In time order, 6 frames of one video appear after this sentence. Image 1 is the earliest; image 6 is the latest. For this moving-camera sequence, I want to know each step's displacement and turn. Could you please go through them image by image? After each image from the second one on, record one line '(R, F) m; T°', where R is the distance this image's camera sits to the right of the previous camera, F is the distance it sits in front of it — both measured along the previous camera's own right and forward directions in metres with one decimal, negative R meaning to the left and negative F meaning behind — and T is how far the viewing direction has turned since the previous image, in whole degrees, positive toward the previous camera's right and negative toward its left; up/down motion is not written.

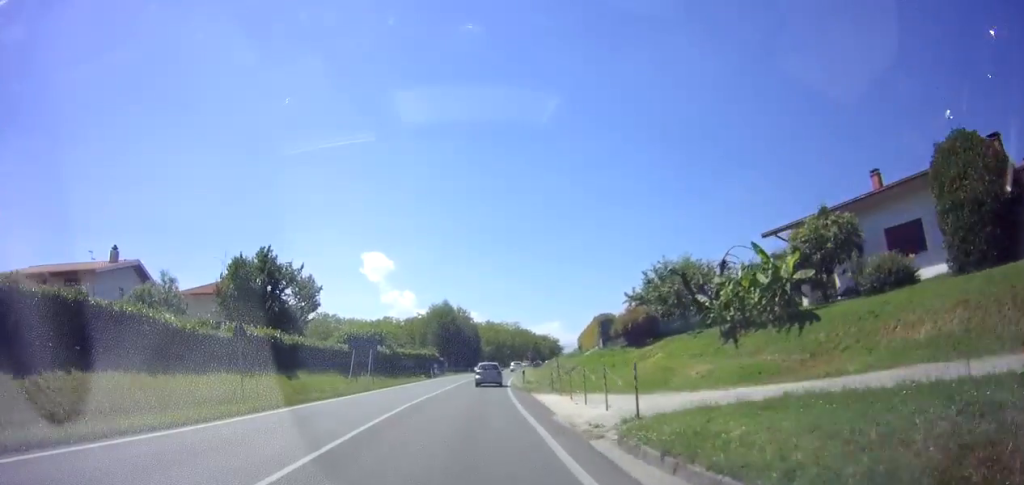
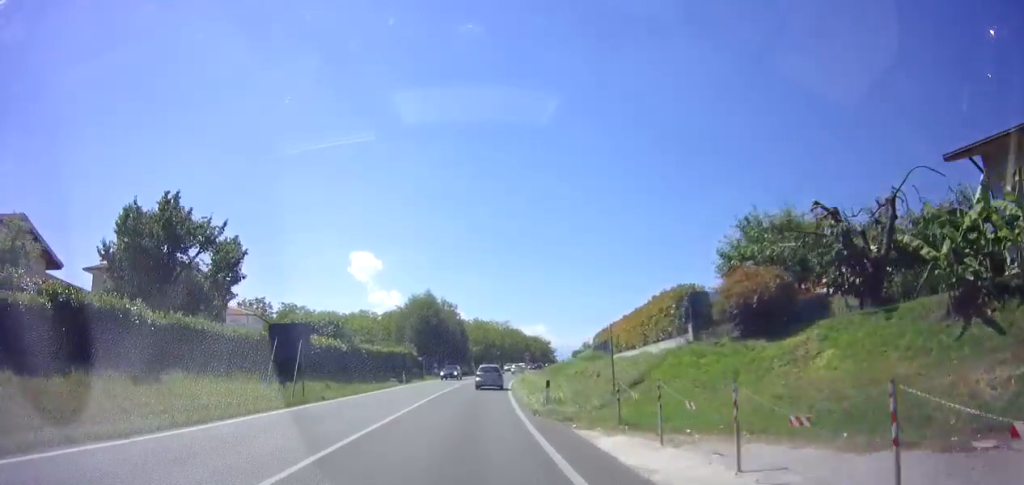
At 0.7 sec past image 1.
(-0.2, +12.2) m; +1°
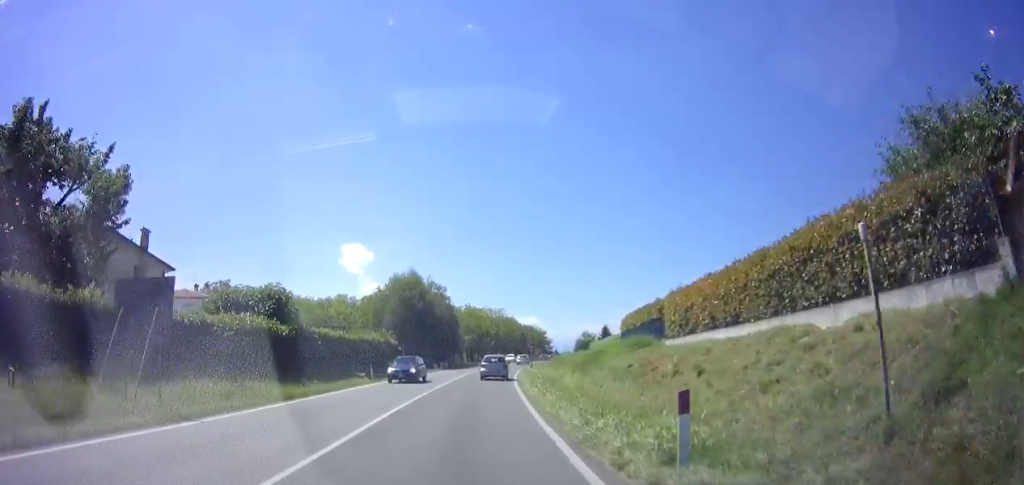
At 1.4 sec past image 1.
(0.0, +11.0) m; +2°
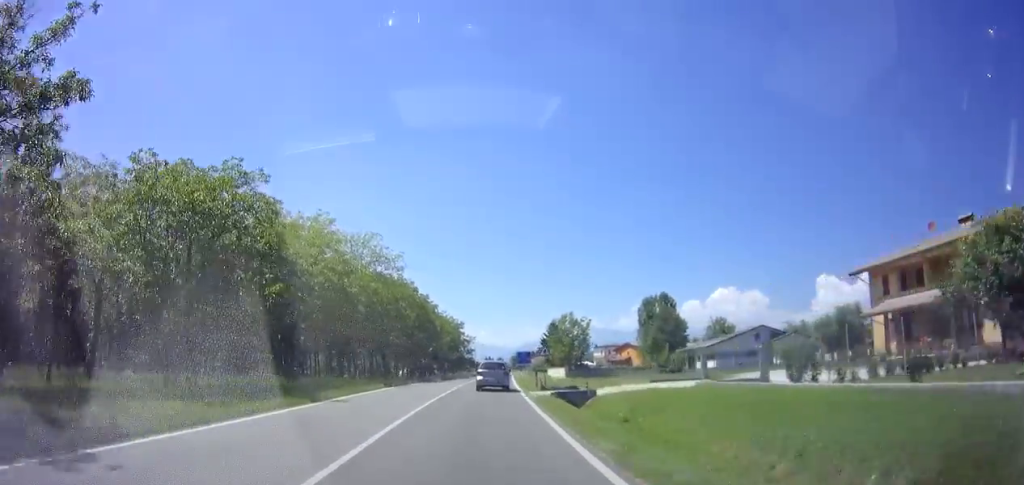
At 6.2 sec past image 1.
(+8.8, +79.4) m; +11°
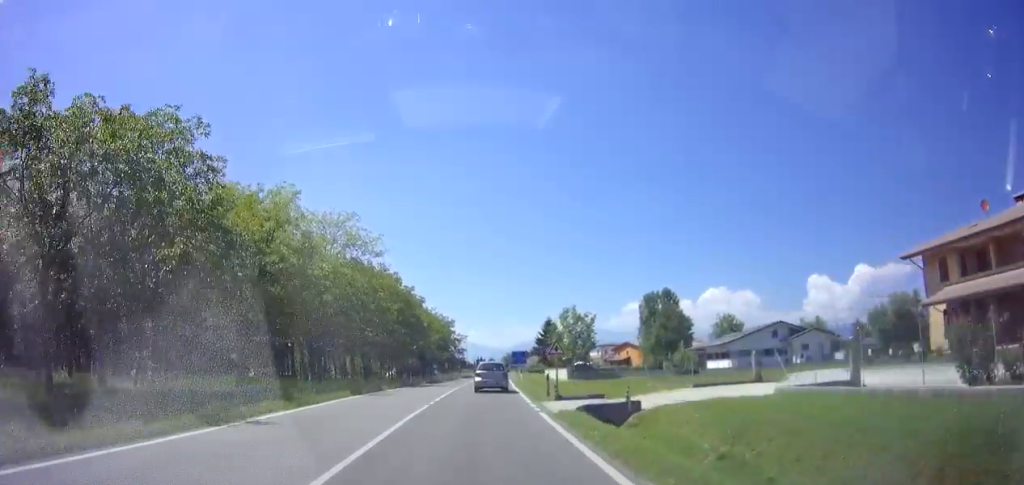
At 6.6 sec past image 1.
(+0.2, +6.5) m; +1°
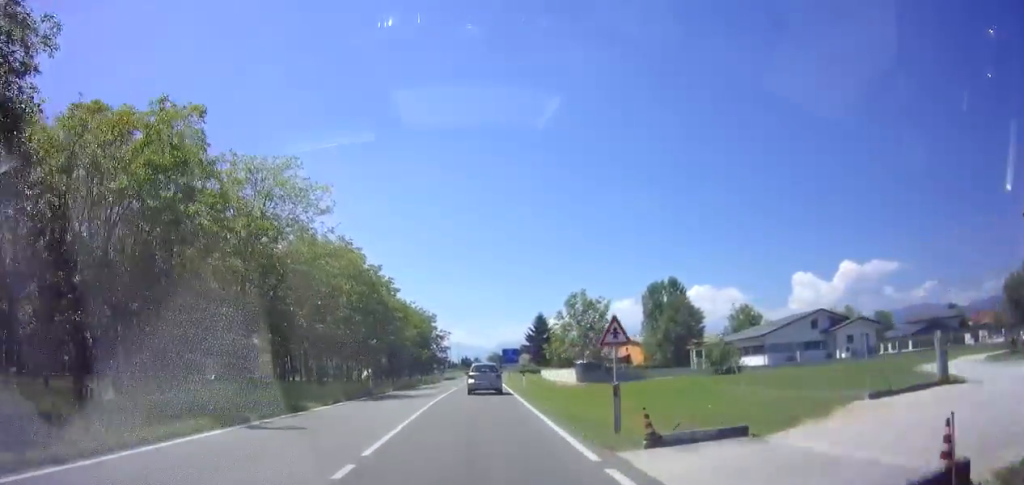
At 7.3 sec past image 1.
(+0.2, +11.3) m; +1°
